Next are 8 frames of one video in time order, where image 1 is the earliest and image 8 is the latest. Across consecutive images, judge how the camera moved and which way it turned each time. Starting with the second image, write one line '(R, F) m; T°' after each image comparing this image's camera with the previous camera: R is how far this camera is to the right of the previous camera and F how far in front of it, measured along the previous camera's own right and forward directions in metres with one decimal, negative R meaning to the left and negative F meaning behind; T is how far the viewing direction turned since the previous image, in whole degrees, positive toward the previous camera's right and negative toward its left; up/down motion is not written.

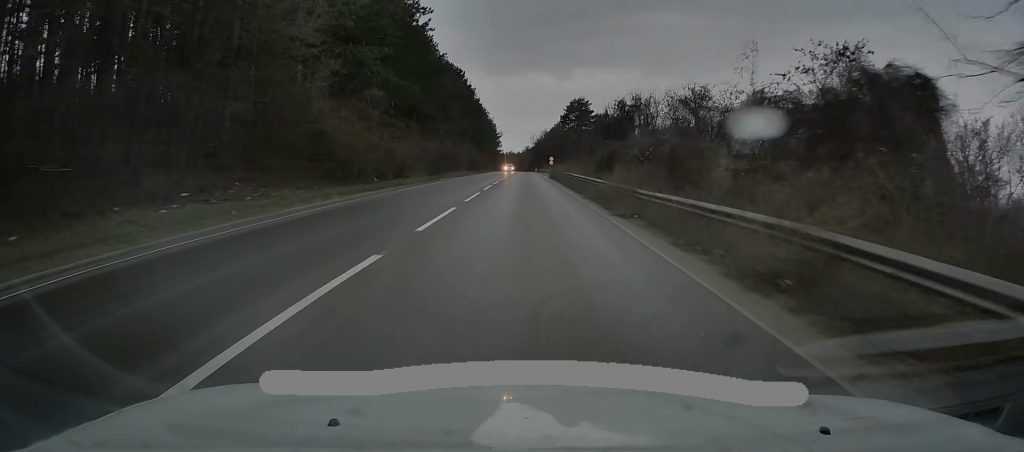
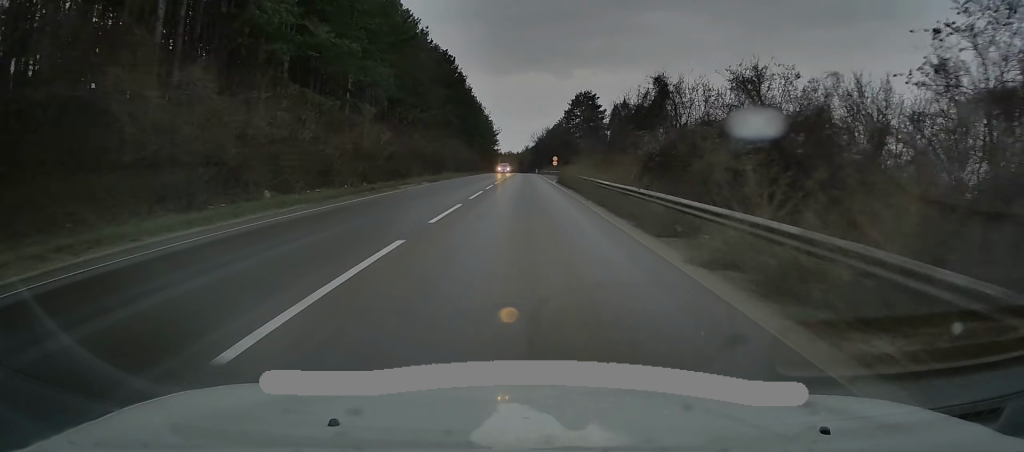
(0.0, +16.2) m; 0°
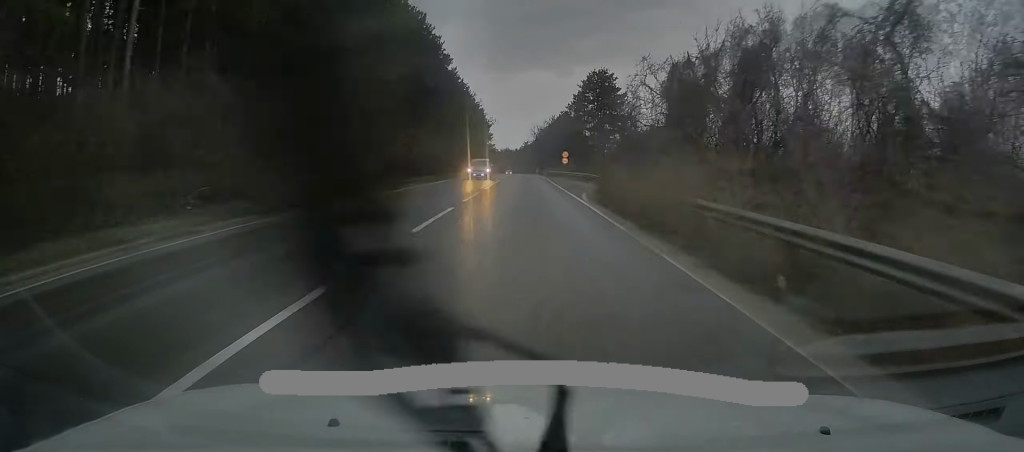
(0.0, +28.6) m; 0°
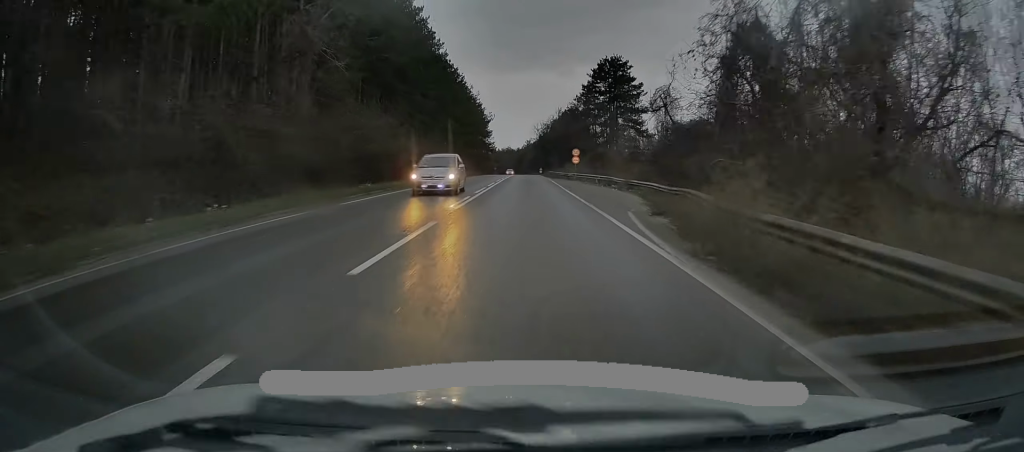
(0.0, +13.1) m; 0°
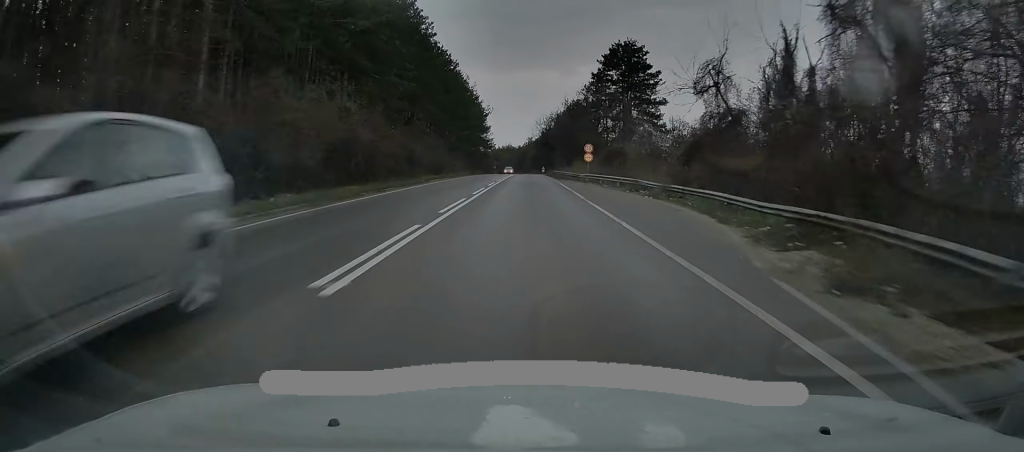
(0.0, +11.5) m; 0°
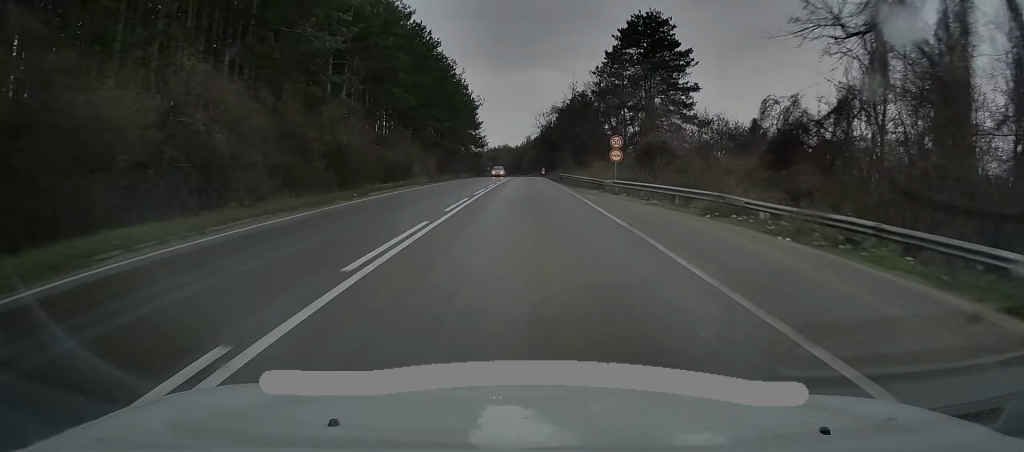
(0.0, +17.0) m; -1°
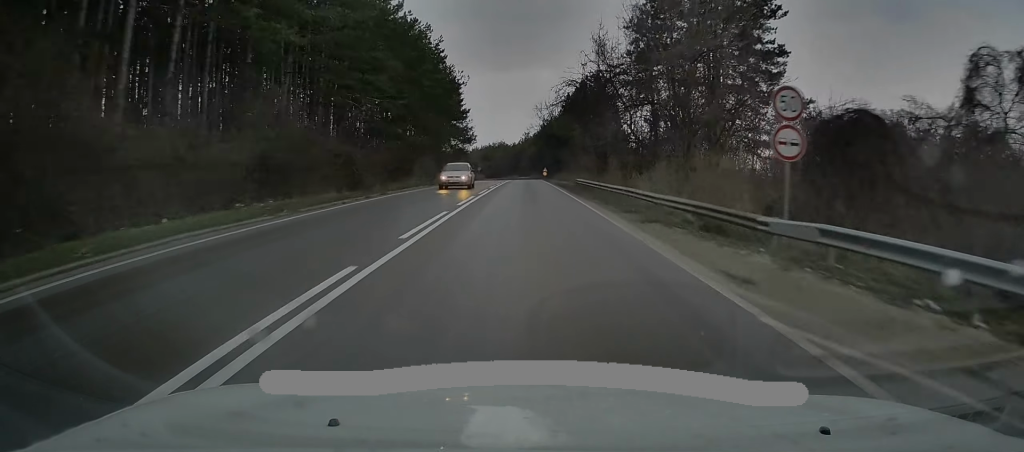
(-0.3, +23.7) m; 0°
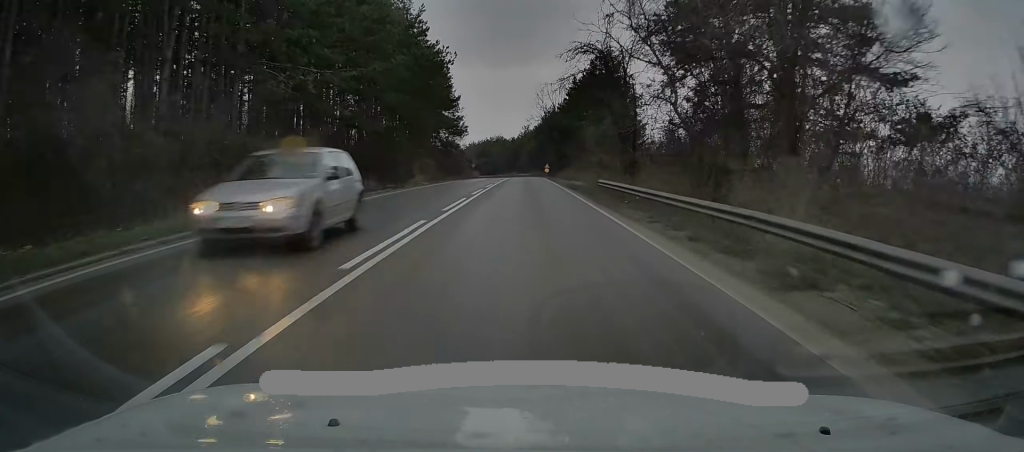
(0.0, +12.3) m; 0°
